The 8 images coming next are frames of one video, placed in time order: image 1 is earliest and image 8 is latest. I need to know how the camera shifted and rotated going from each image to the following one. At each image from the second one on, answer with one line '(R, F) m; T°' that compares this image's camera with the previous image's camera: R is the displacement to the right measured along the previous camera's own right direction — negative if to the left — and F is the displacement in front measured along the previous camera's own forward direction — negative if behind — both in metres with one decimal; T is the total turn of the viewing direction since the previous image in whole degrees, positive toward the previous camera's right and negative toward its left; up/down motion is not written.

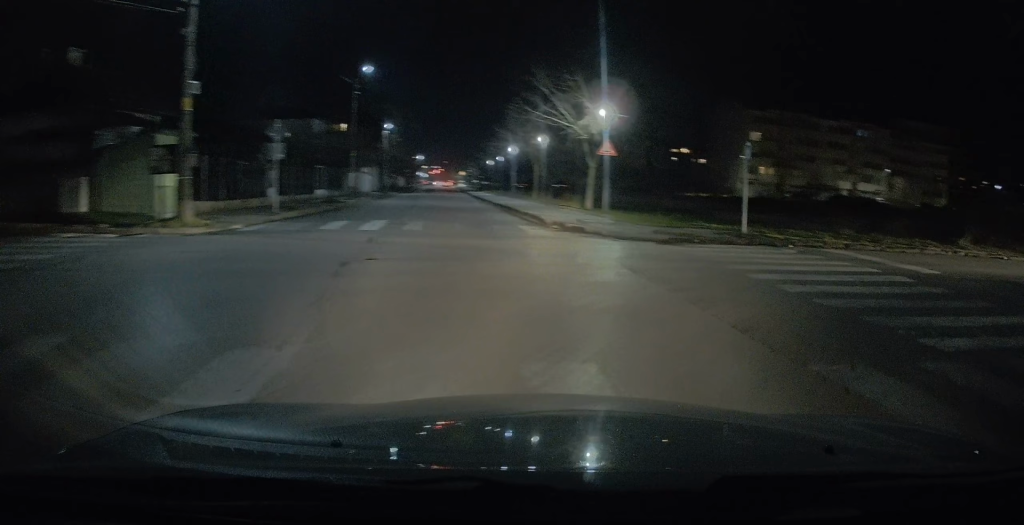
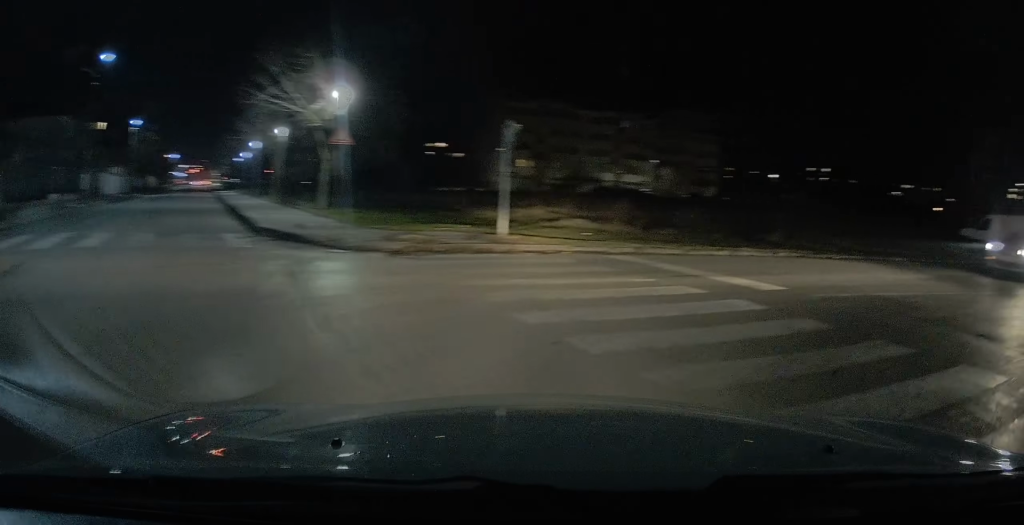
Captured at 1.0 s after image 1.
(+0.4, +3.7) m; +19°
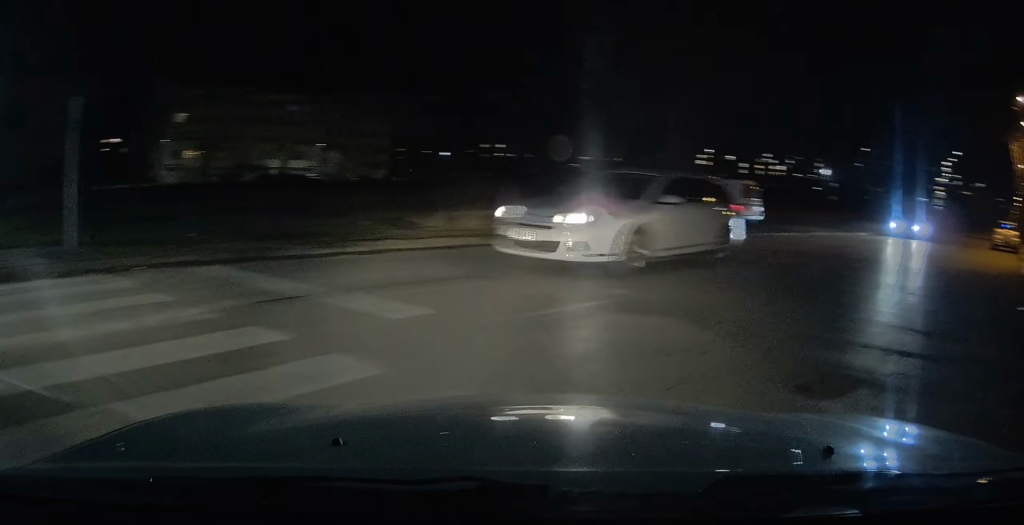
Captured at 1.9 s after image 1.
(+0.7, +3.2) m; +30°
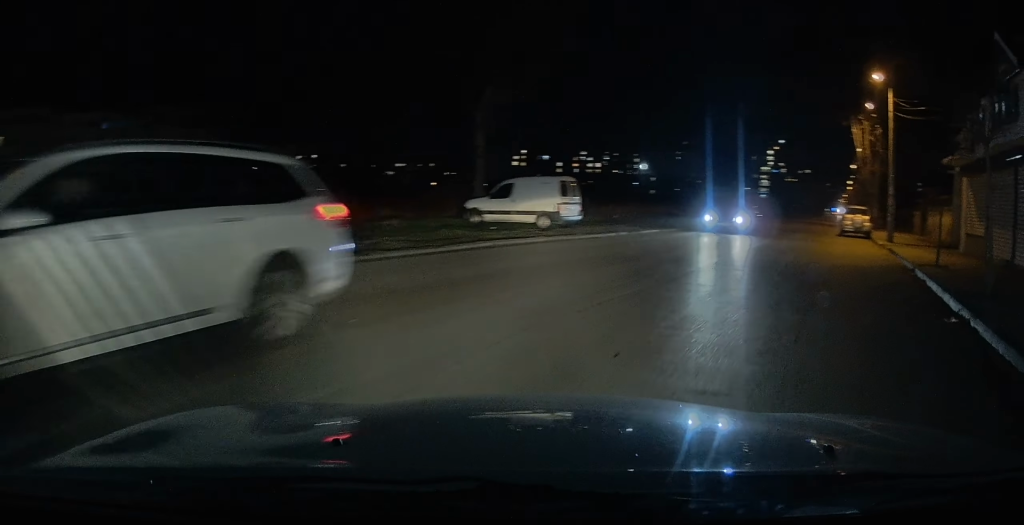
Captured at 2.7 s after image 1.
(+0.7, +2.6) m; +18°
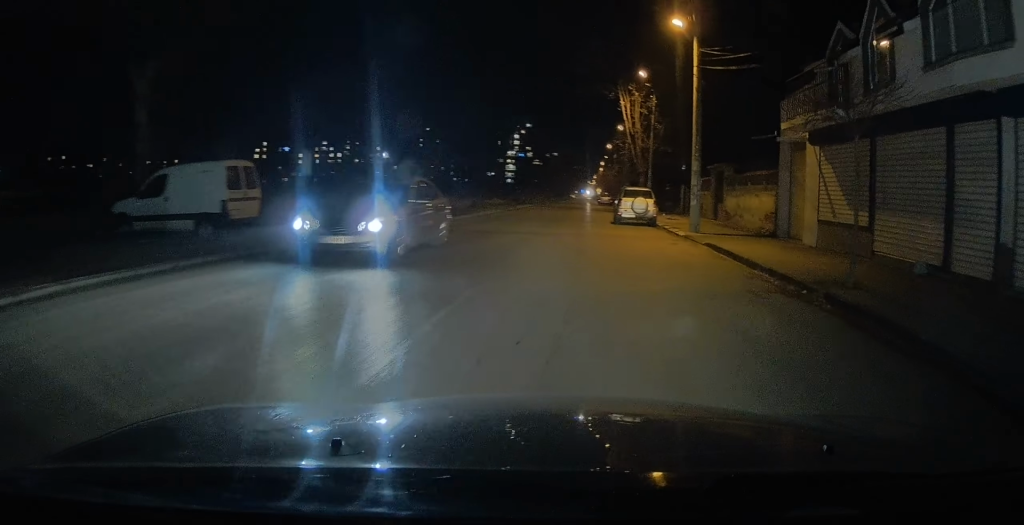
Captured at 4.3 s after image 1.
(+1.6, +6.5) m; +20°
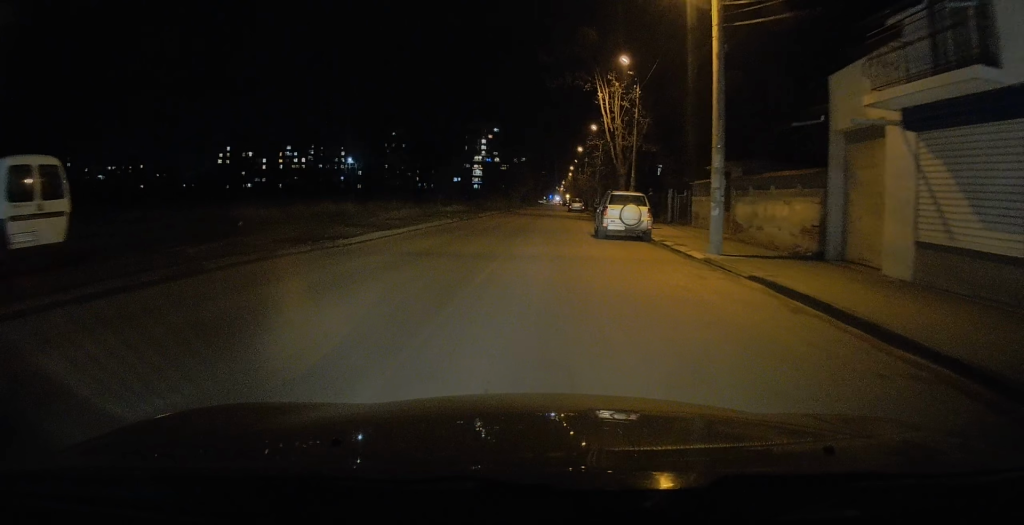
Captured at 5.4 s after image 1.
(+0.3, +5.8) m; +2°
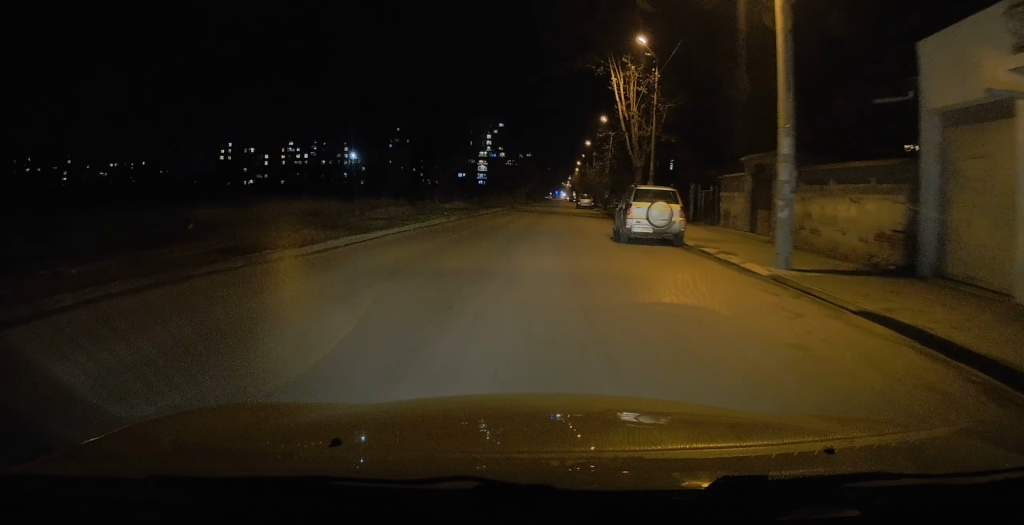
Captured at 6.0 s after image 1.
(0.0, +3.5) m; 0°
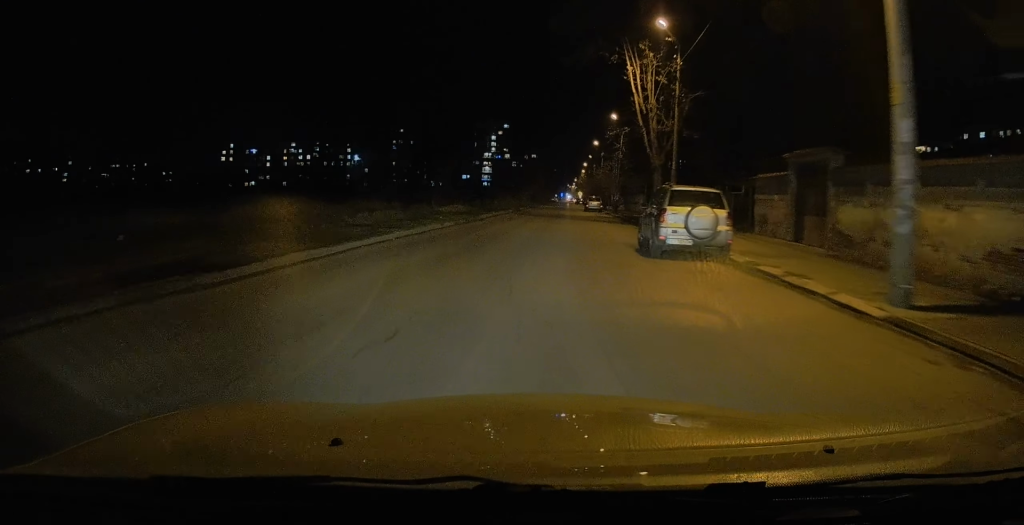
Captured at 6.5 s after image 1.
(-0.1, +3.7) m; +1°
